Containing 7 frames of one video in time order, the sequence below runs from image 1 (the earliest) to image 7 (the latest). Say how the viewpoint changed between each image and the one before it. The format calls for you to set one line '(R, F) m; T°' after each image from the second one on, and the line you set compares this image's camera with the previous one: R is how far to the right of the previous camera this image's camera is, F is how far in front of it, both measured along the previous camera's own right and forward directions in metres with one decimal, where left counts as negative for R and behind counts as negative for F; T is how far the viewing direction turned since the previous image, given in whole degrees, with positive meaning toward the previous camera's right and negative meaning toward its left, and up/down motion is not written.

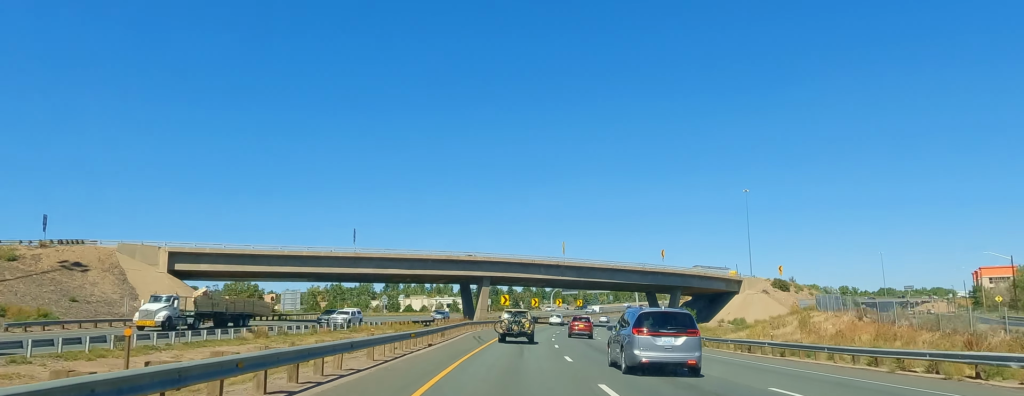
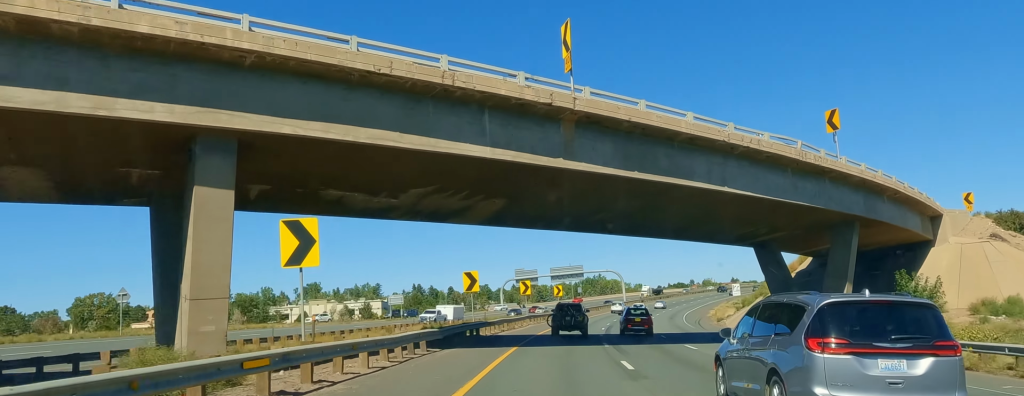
(+3.7, +80.2) m; +7°
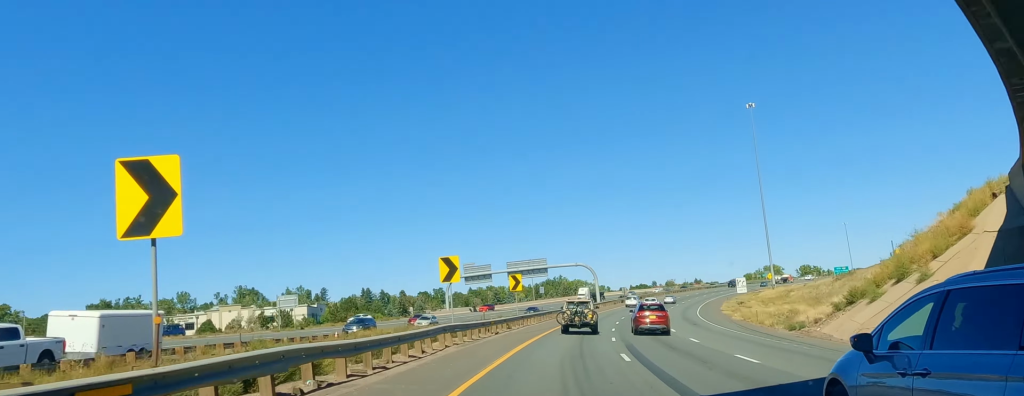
(+1.3, +35.0) m; +4°
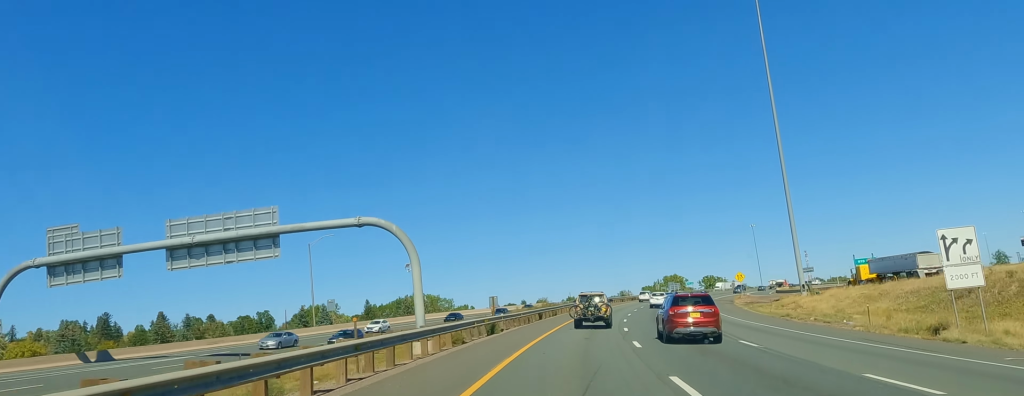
(+9.1, +95.1) m; +11°
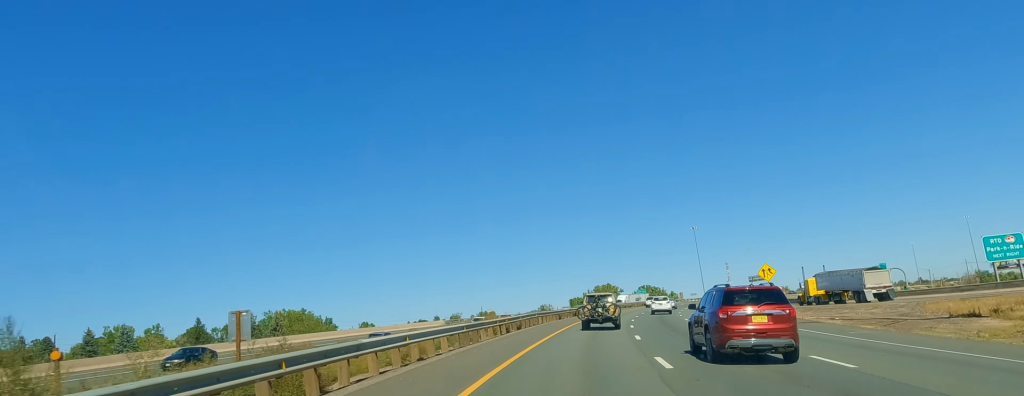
(+3.2, +56.3) m; +7°
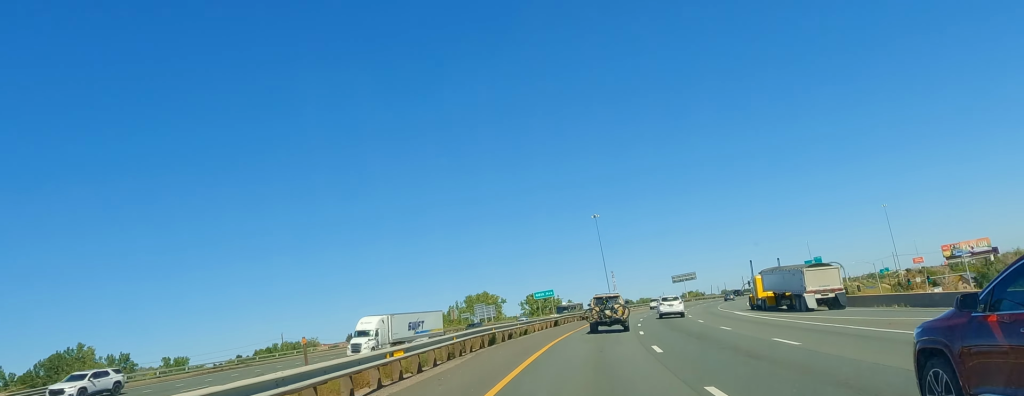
(+6.8, +79.1) m; +10°
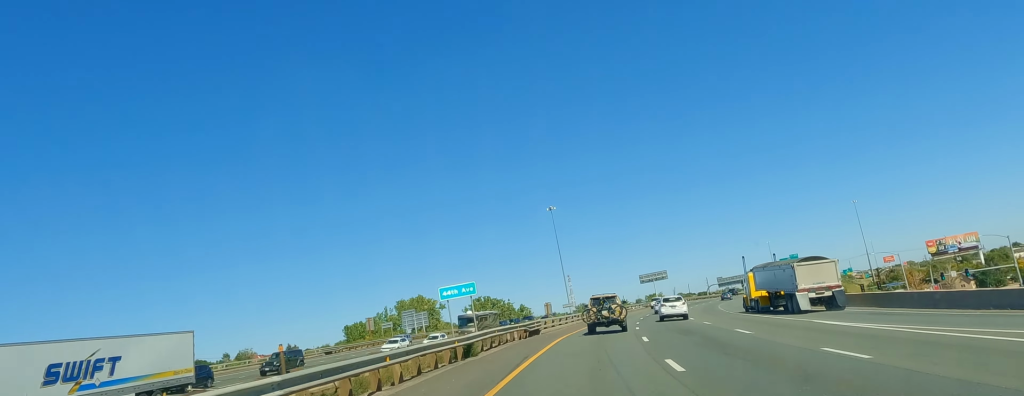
(+1.3, +29.7) m; +4°
